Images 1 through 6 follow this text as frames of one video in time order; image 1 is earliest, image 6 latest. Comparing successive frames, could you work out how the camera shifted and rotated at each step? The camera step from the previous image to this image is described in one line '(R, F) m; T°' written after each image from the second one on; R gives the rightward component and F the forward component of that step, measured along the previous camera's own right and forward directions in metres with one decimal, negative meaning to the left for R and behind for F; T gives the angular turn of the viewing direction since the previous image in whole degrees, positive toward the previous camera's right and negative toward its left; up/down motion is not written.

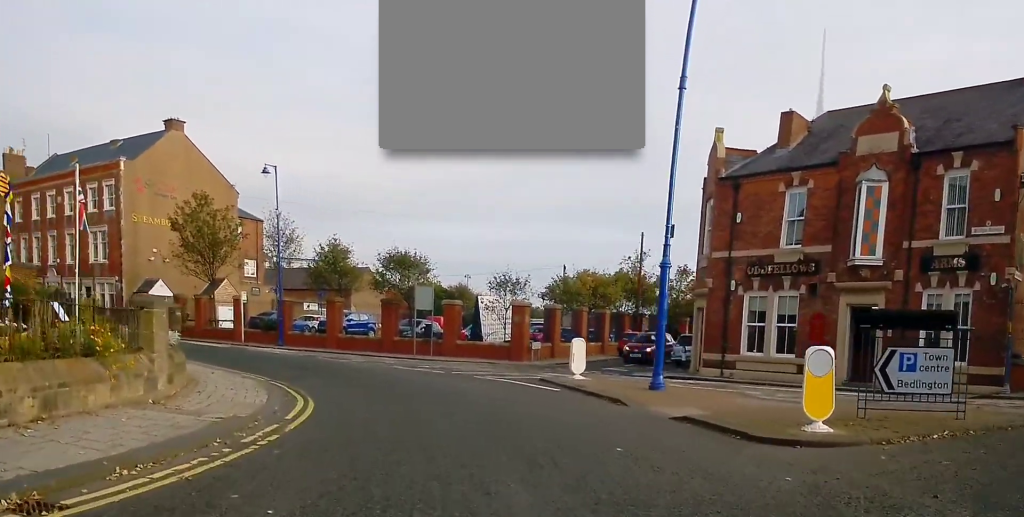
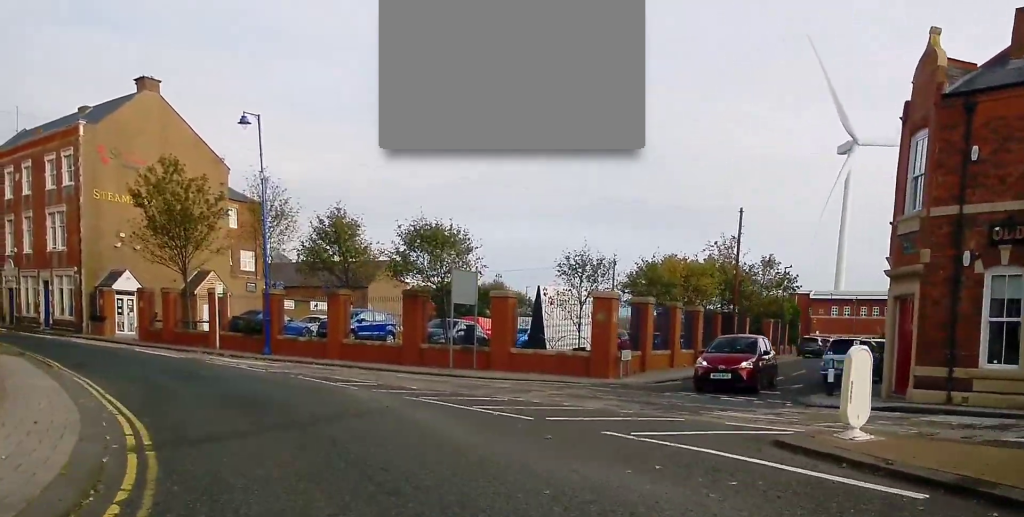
(-0.1, +11.4) m; -3°
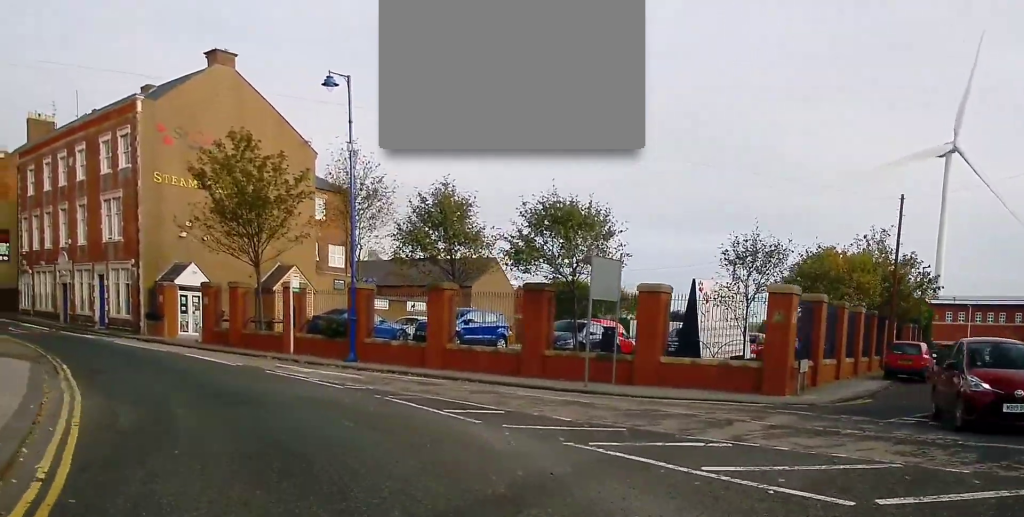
(0.0, +5.8) m; -2°
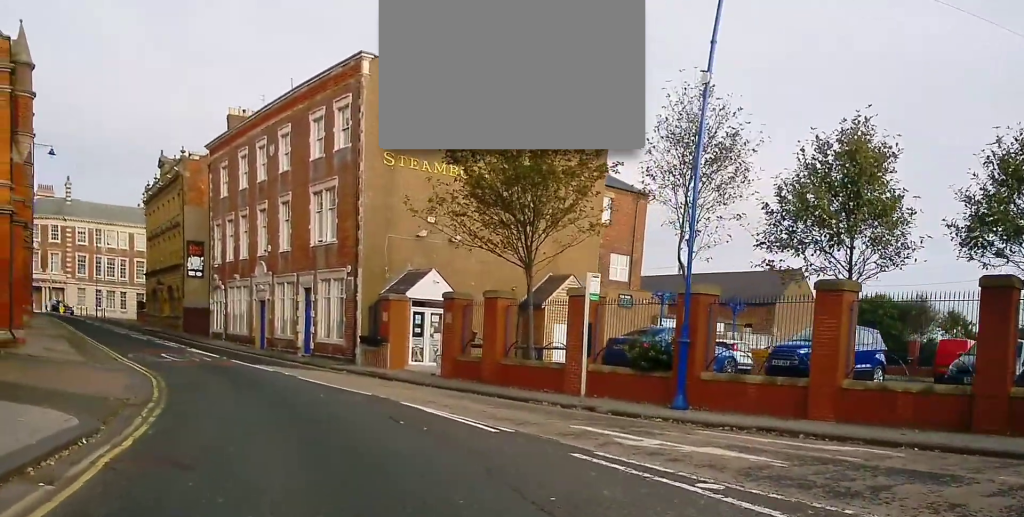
(-1.5, +9.7) m; -17°
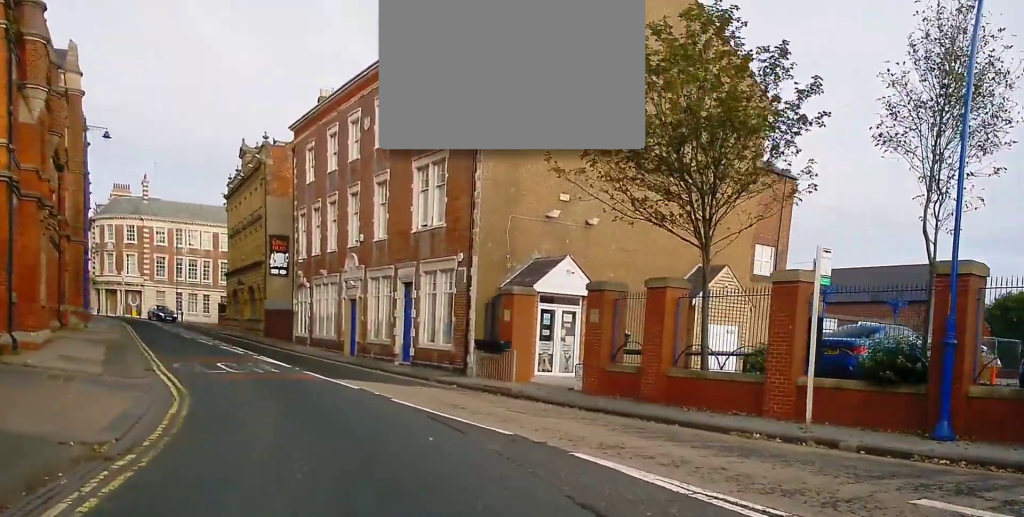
(-0.5, +5.7) m; -8°
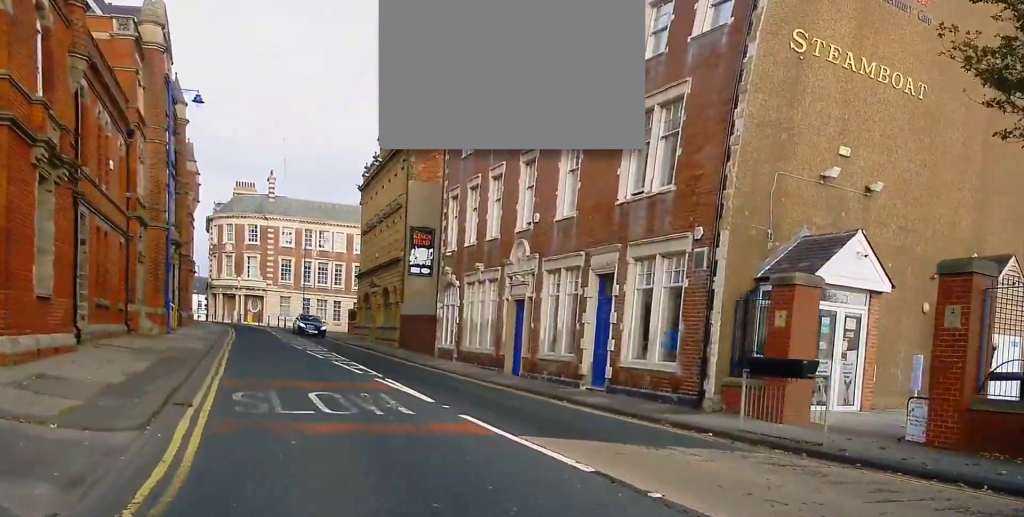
(-0.7, +8.3) m; -9°
